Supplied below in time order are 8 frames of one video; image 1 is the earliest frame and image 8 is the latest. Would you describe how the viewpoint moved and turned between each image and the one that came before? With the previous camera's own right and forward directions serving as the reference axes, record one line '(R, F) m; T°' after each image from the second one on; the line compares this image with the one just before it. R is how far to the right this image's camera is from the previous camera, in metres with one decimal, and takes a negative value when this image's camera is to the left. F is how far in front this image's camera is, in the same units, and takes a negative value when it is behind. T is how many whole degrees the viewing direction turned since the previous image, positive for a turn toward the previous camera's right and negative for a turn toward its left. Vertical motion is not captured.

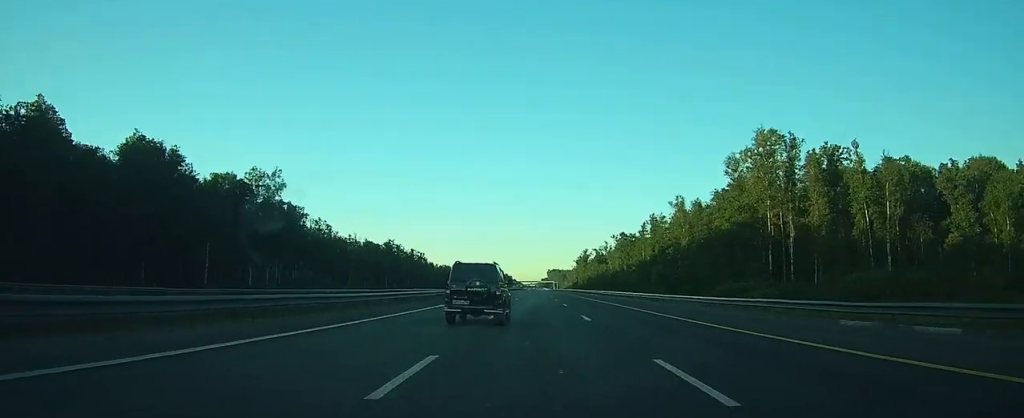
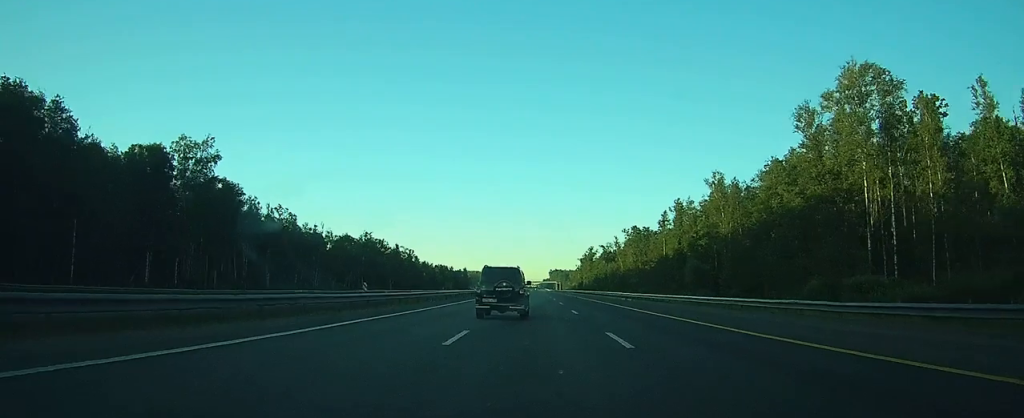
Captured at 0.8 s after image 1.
(+0.1, +26.1) m; 0°
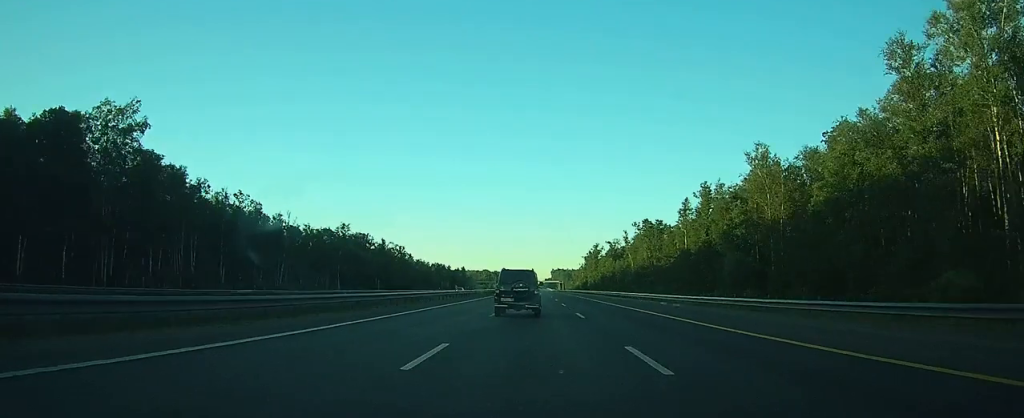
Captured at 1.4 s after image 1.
(+0.1, +19.6) m; 0°
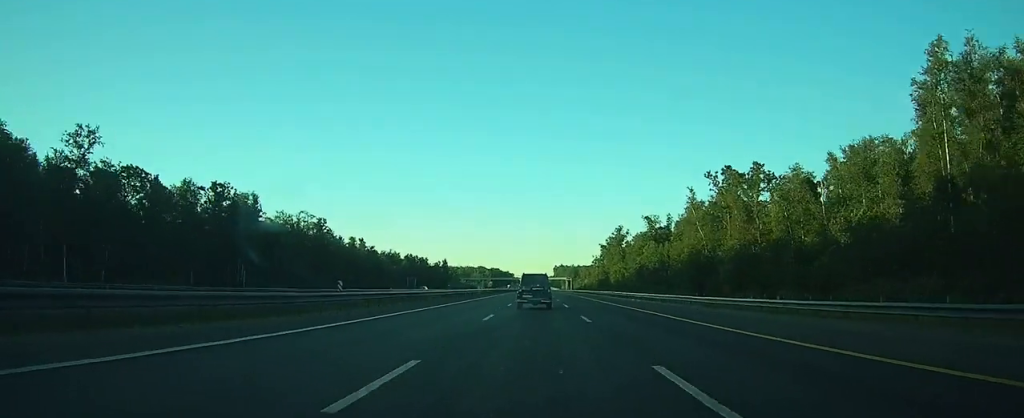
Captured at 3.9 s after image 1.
(-0.4, +83.0) m; 0°
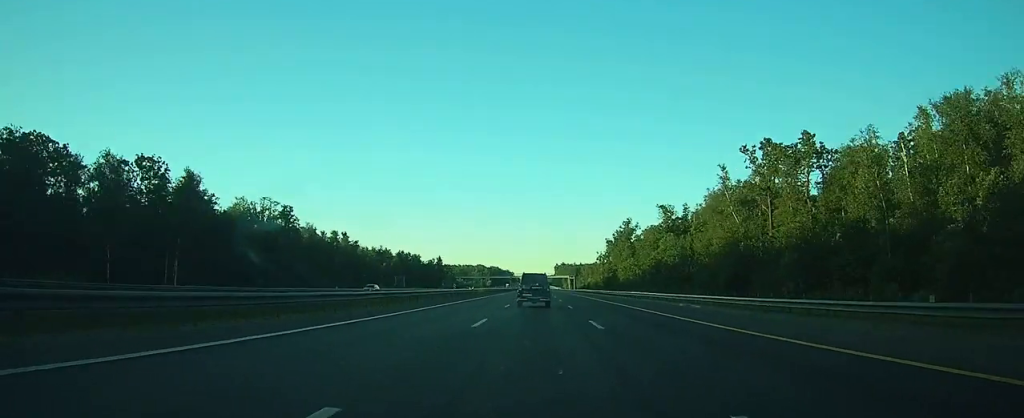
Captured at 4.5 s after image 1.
(0.0, +19.7) m; 0°
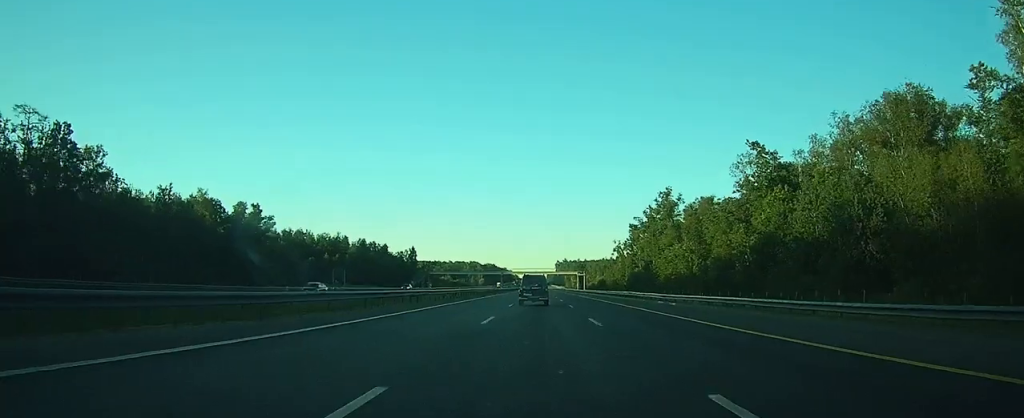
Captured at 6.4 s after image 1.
(-0.2, +62.7) m; 0°
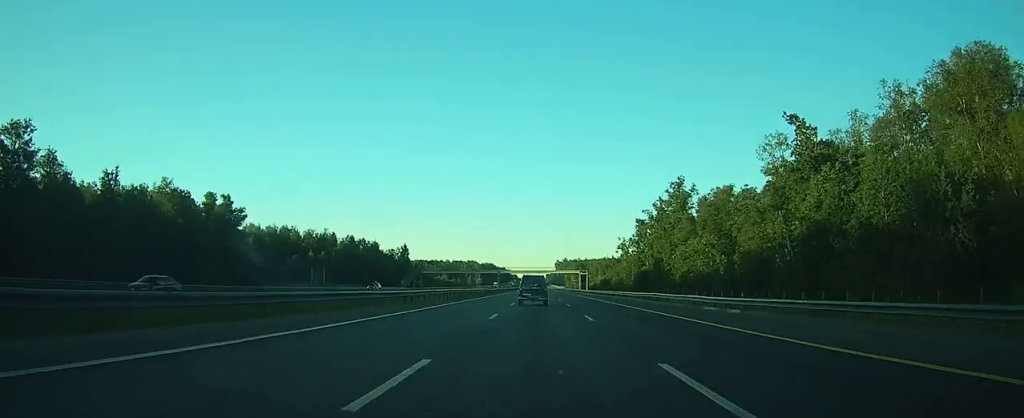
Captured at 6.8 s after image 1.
(0.0, +13.3) m; 0°
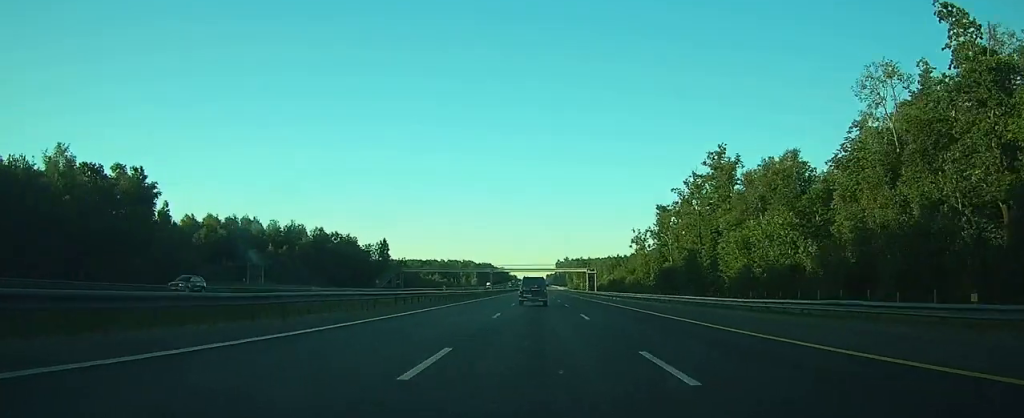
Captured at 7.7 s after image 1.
(0.0, +29.8) m; 0°
